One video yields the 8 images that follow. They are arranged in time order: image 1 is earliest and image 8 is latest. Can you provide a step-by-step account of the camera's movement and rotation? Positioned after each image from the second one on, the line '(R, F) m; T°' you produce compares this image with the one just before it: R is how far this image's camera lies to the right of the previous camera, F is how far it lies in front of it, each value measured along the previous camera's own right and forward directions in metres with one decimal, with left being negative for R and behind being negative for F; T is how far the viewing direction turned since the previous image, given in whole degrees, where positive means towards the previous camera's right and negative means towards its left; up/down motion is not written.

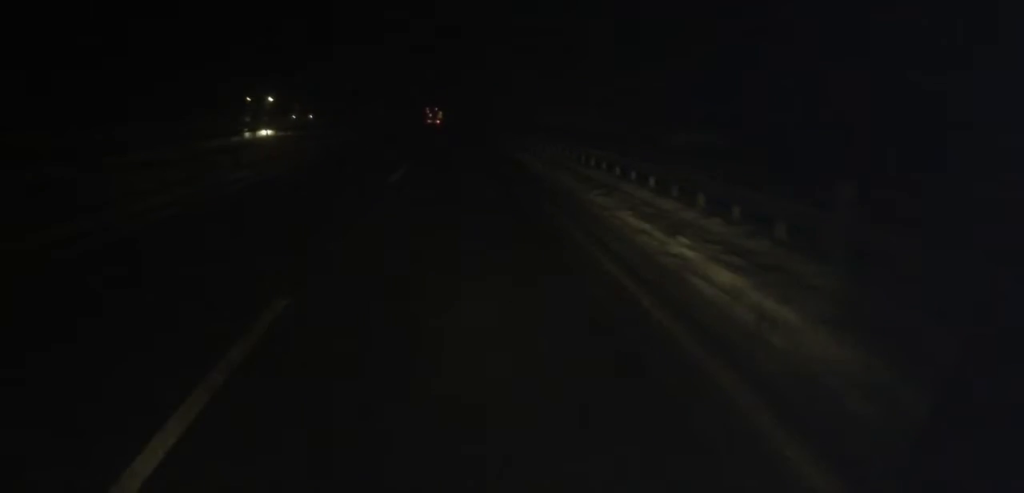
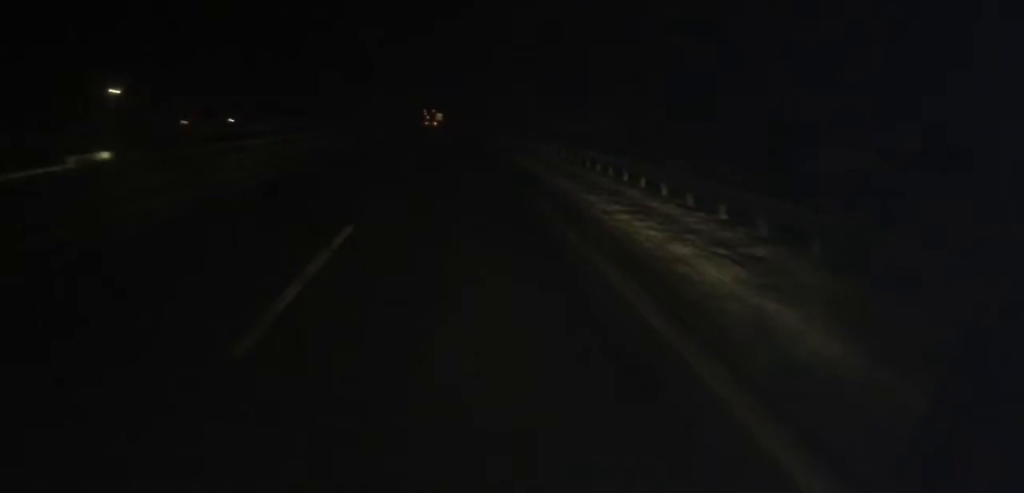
(+0.1, +13.5) m; 0°
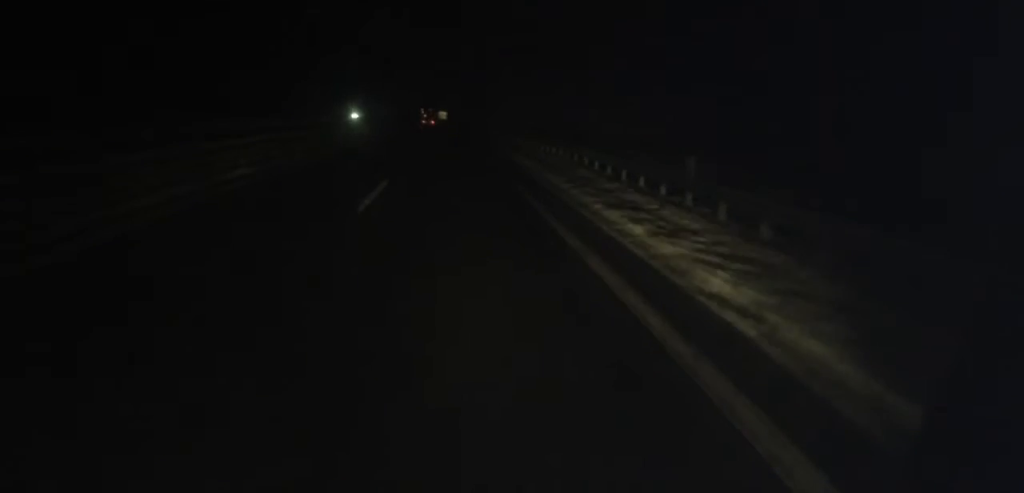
(-0.5, +28.5) m; -1°
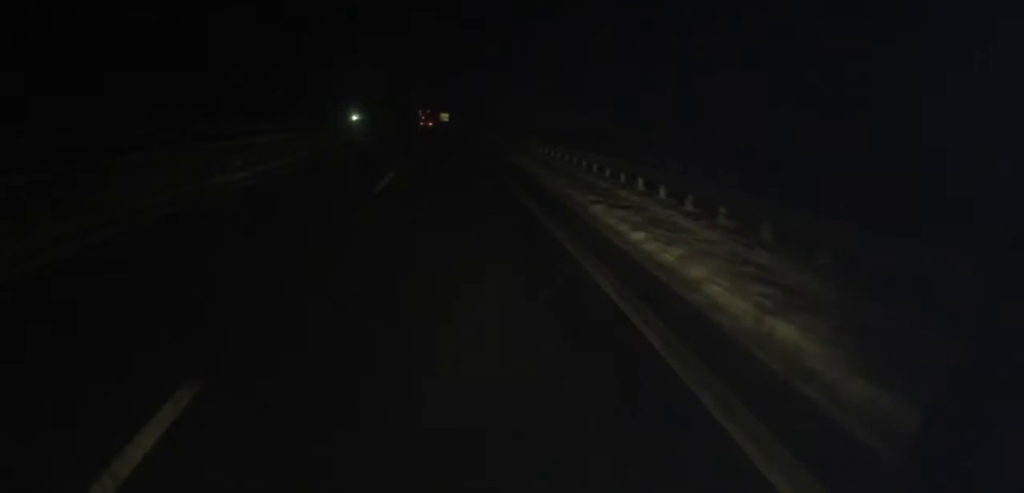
(-0.1, +14.3) m; +1°
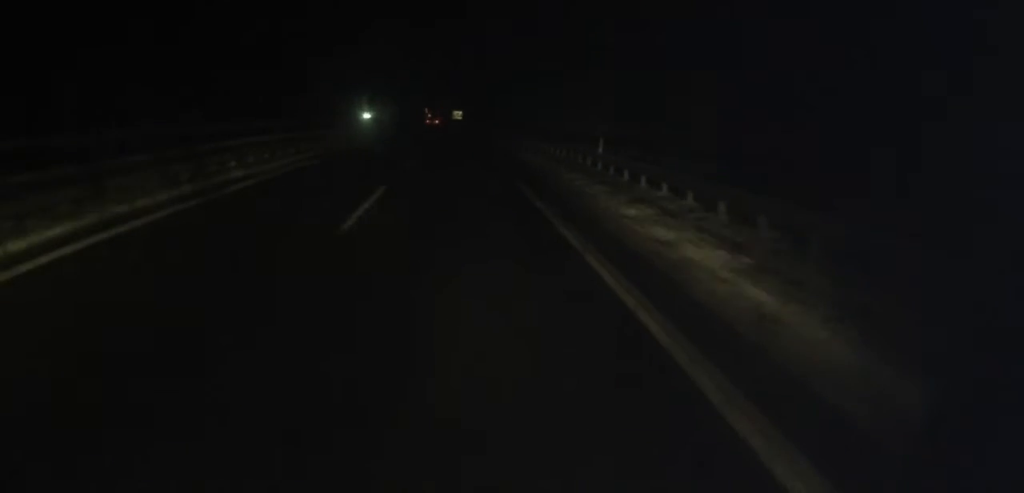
(+0.5, +23.9) m; -1°
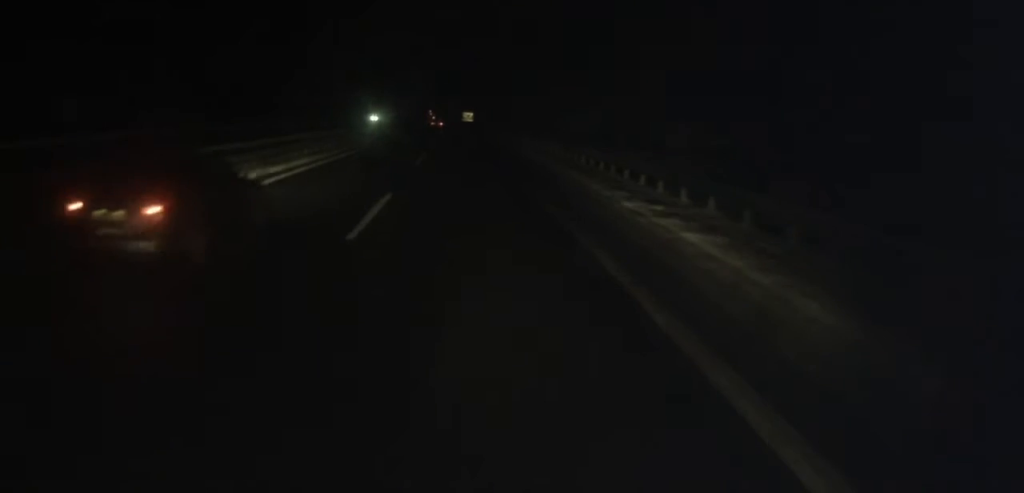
(-0.7, +18.9) m; -1°
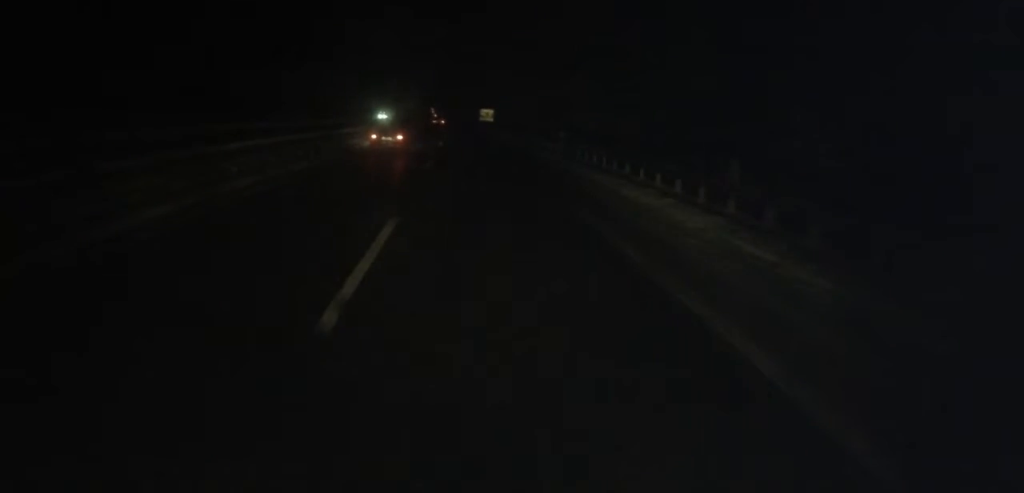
(-0.1, +40.2) m; -1°
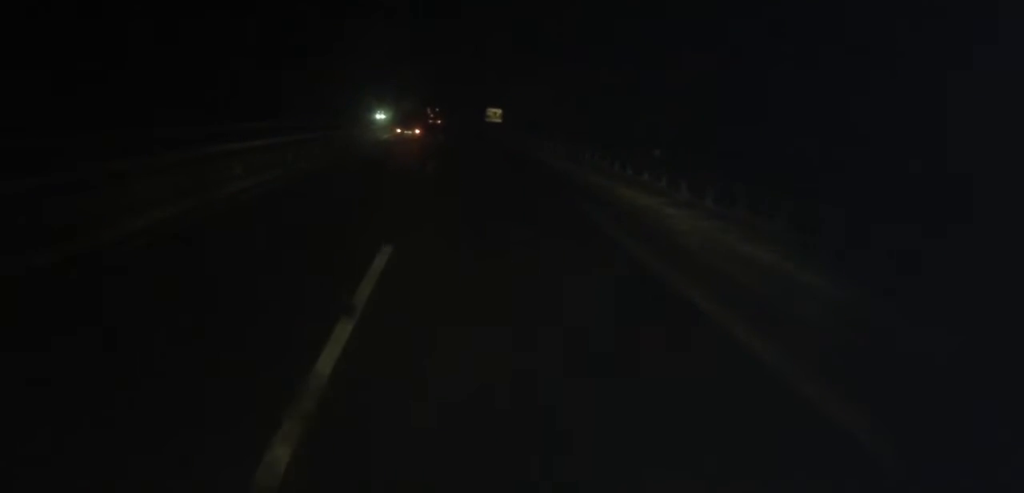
(-0.2, +20.5) m; -1°
